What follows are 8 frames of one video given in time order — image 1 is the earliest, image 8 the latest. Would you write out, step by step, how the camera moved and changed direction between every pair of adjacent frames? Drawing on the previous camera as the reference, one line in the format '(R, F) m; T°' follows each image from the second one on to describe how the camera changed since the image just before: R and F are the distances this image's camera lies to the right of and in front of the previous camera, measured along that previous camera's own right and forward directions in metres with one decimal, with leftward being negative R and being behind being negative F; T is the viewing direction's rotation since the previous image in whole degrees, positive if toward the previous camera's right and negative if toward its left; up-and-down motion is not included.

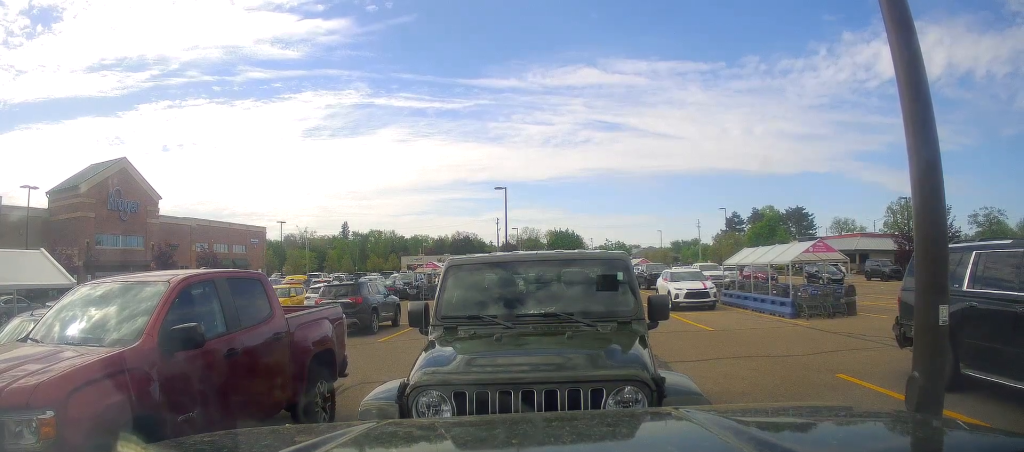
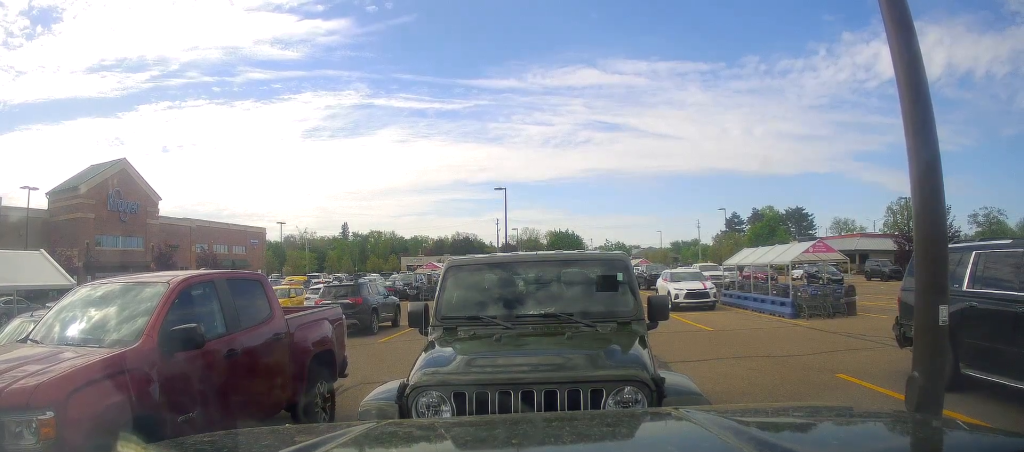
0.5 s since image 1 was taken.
(0.0, 0.0) m; 0°
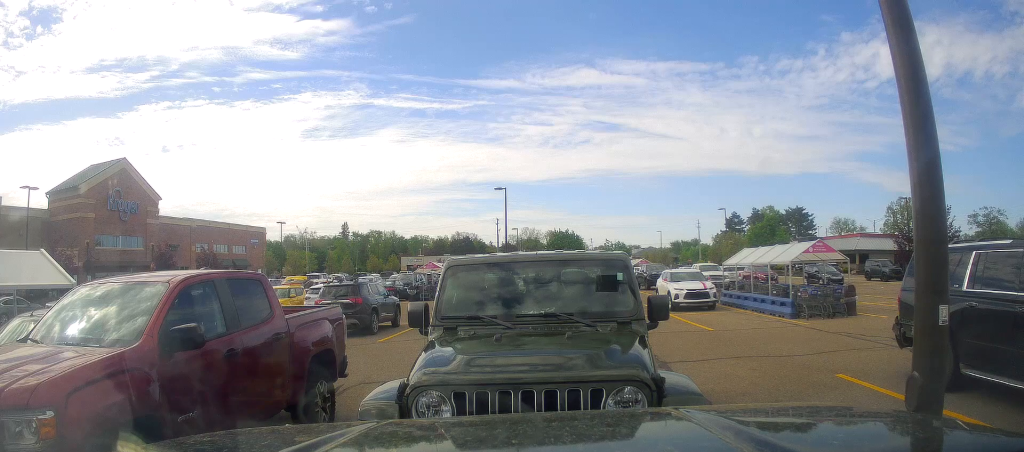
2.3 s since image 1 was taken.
(0.0, 0.0) m; 0°
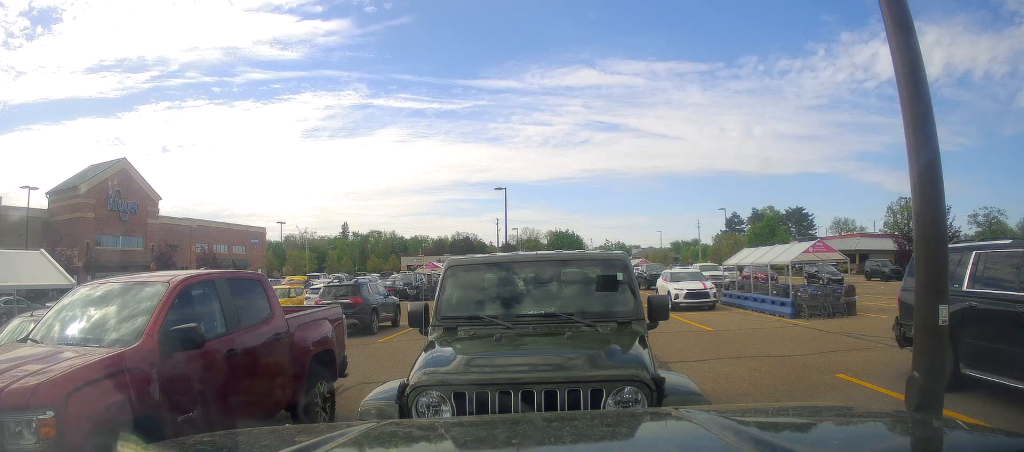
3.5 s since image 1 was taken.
(0.0, 0.0) m; 0°
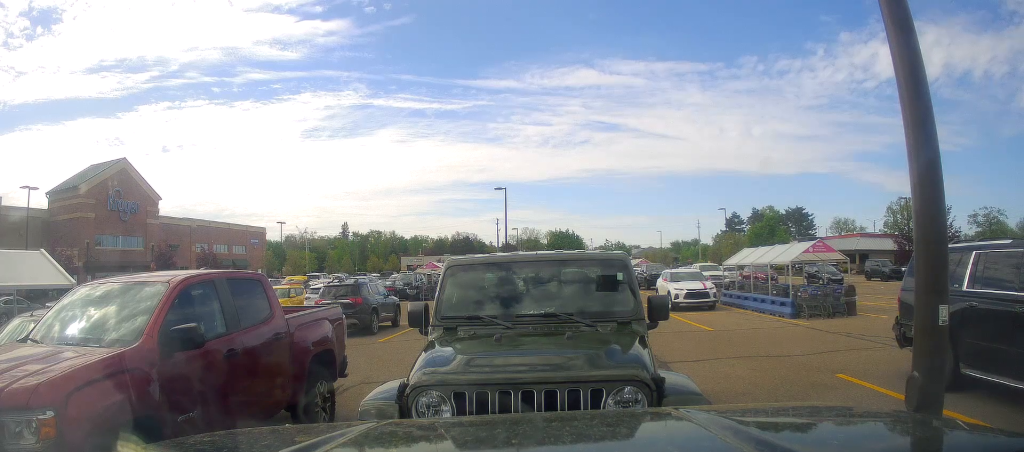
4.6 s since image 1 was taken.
(0.0, 0.0) m; 0°
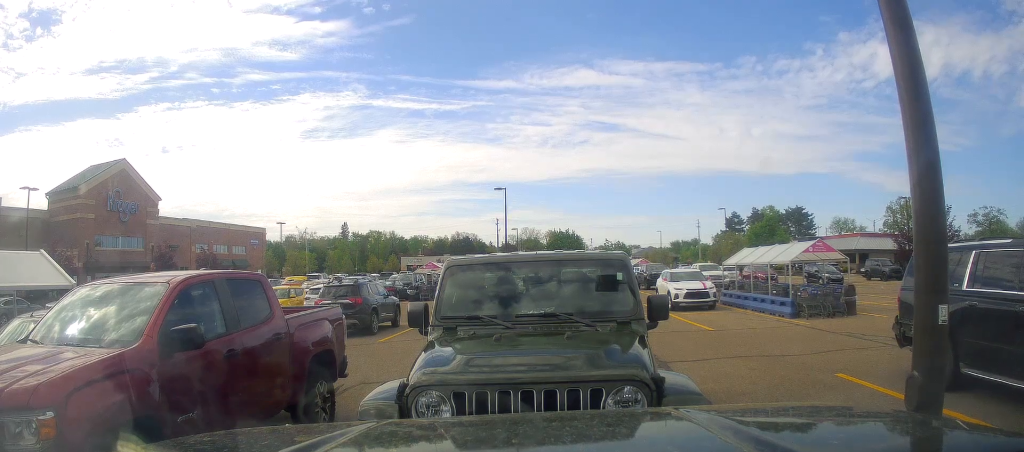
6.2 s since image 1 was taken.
(0.0, 0.0) m; 0°
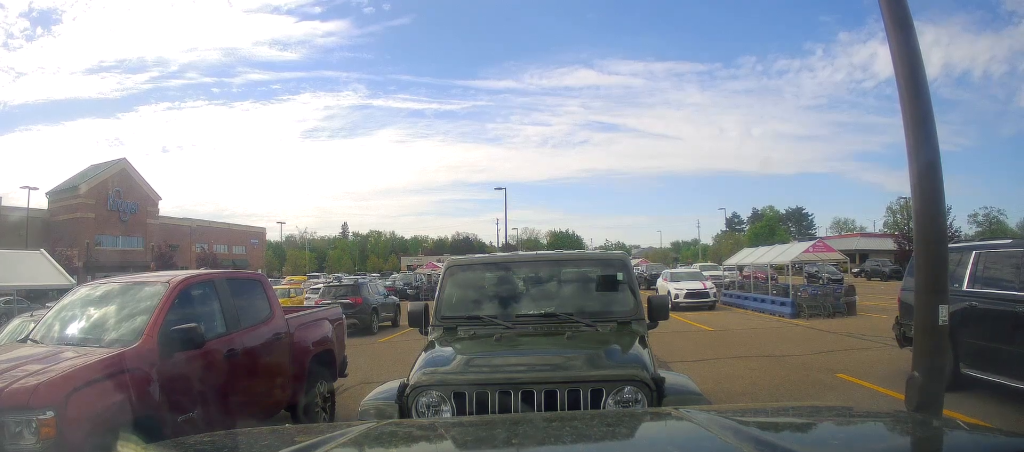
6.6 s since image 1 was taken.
(0.0, 0.0) m; 0°
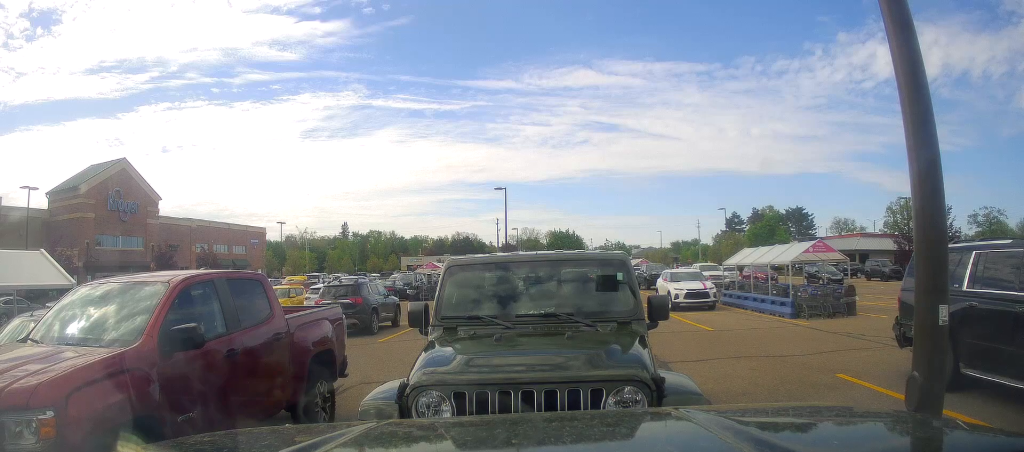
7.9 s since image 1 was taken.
(0.0, 0.0) m; 0°
